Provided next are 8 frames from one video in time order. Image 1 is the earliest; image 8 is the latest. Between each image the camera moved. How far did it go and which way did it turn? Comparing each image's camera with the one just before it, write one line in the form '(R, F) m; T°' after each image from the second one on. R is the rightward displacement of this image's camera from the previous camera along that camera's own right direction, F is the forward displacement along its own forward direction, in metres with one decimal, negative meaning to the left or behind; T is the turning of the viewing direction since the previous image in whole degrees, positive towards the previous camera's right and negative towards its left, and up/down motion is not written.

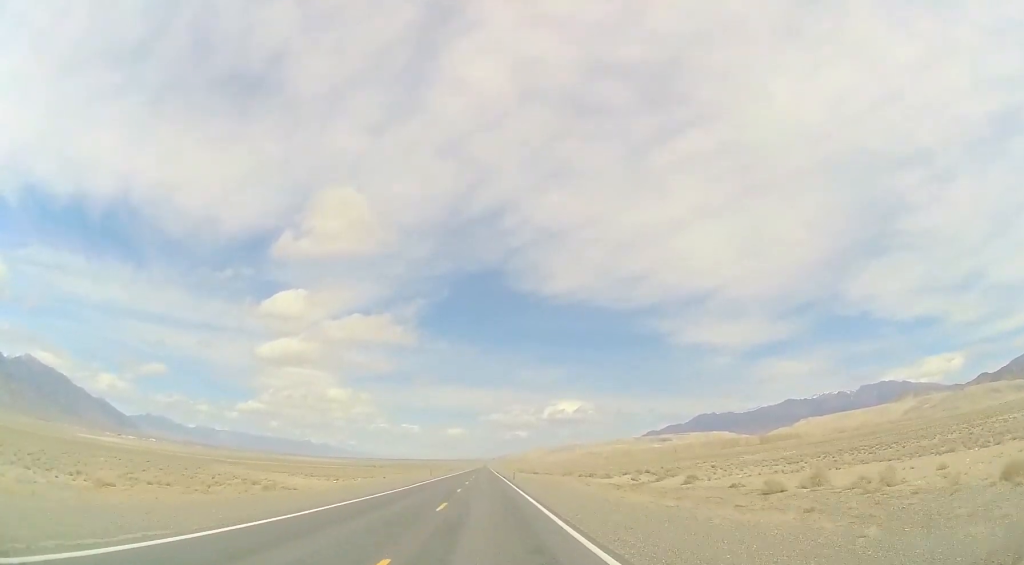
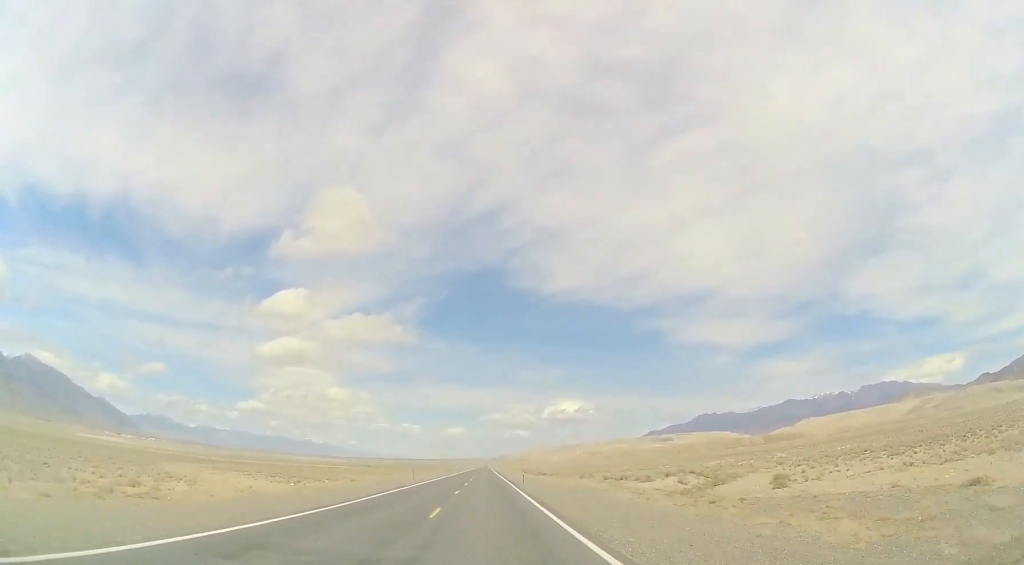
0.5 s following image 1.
(0.0, +16.2) m; 0°
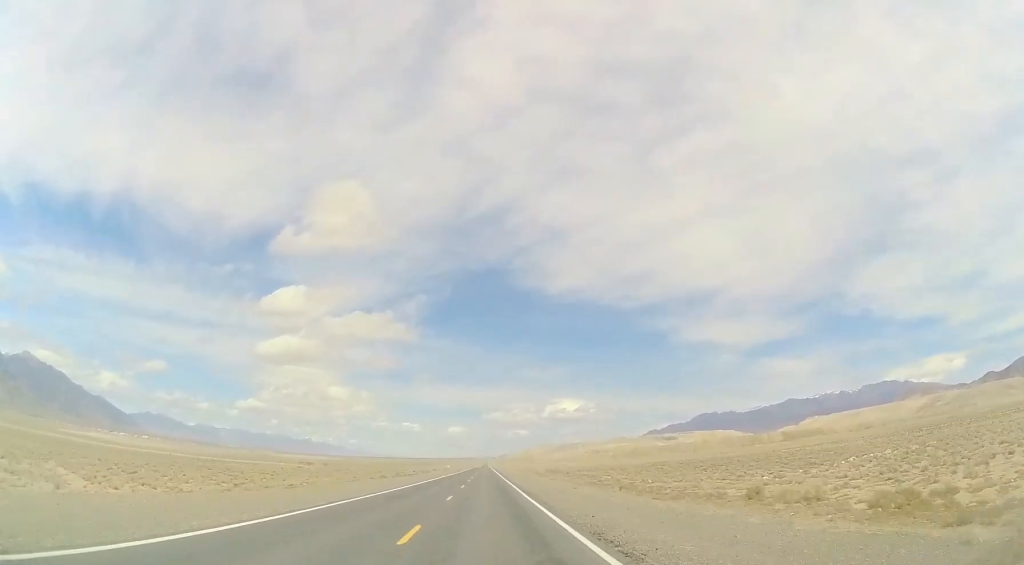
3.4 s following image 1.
(+0.1, +101.0) m; 0°
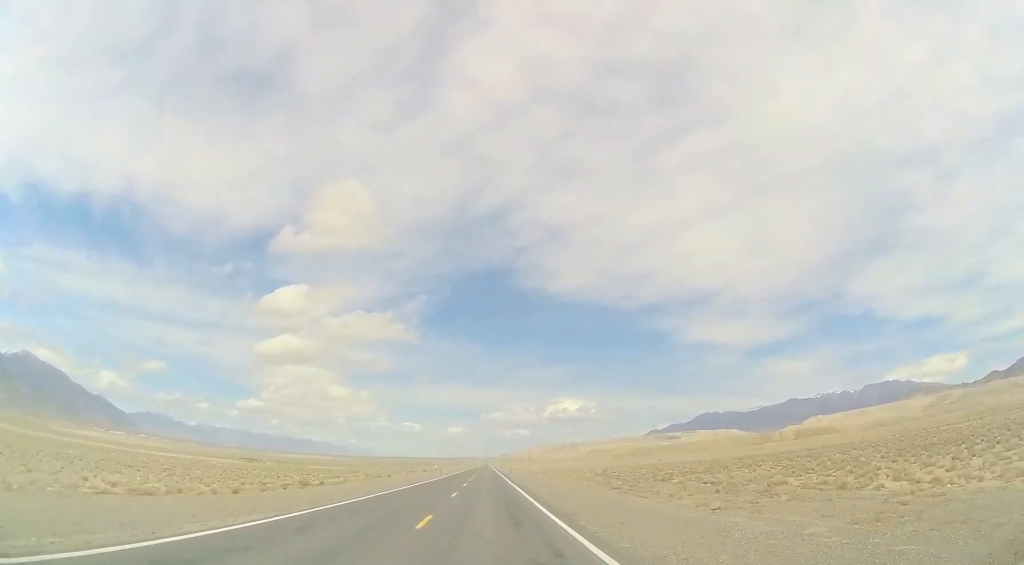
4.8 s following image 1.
(+0.2, +51.4) m; 0°
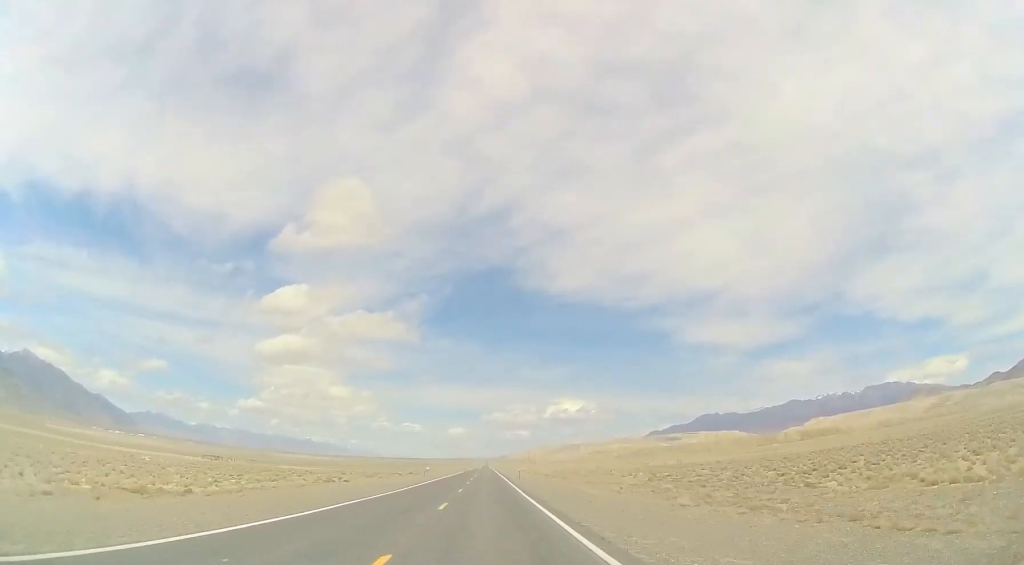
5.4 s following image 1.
(-0.3, +21.3) m; 0°
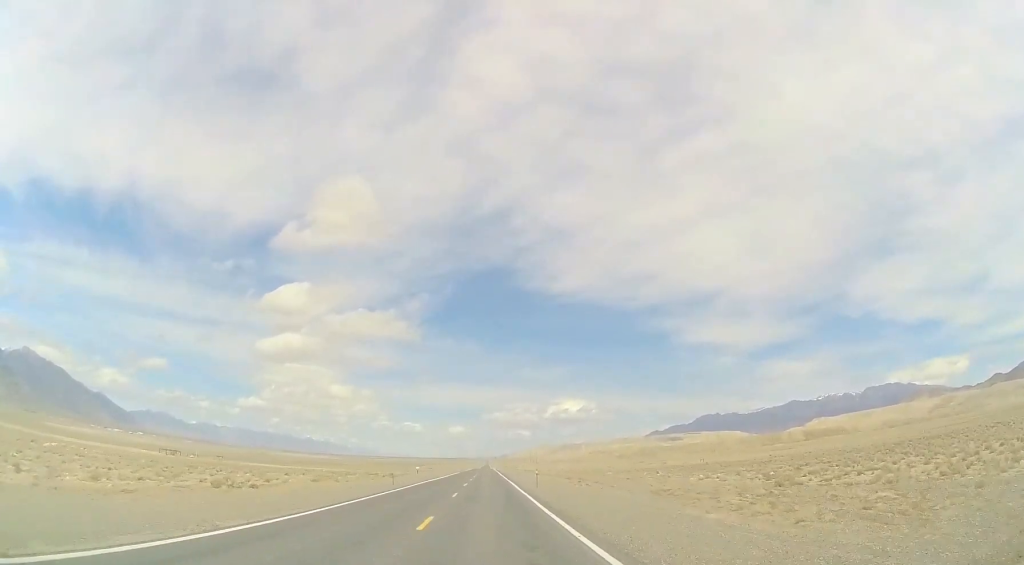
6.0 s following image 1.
(-0.3, +20.1) m; 0°
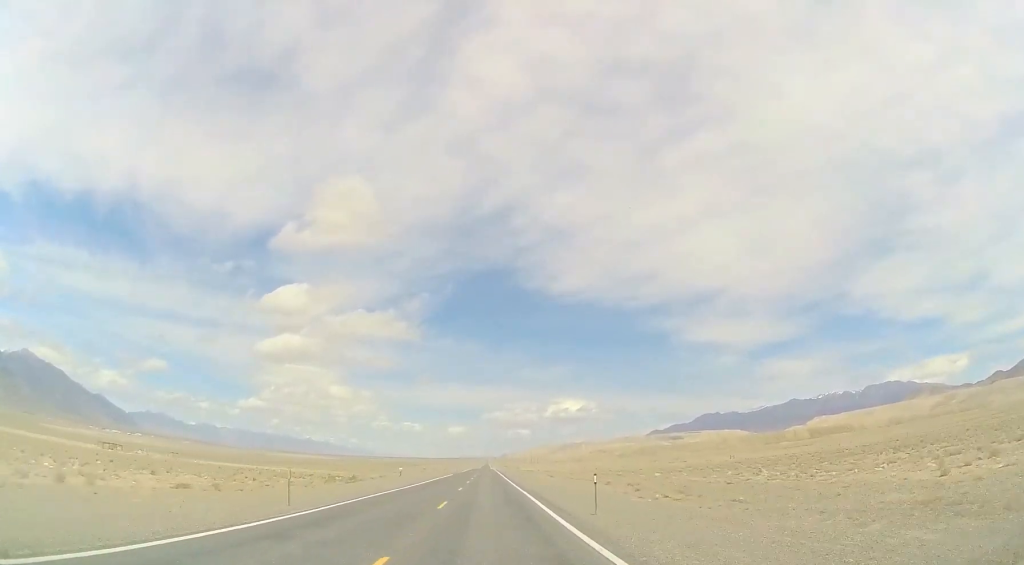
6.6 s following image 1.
(+0.3, +21.4) m; 0°
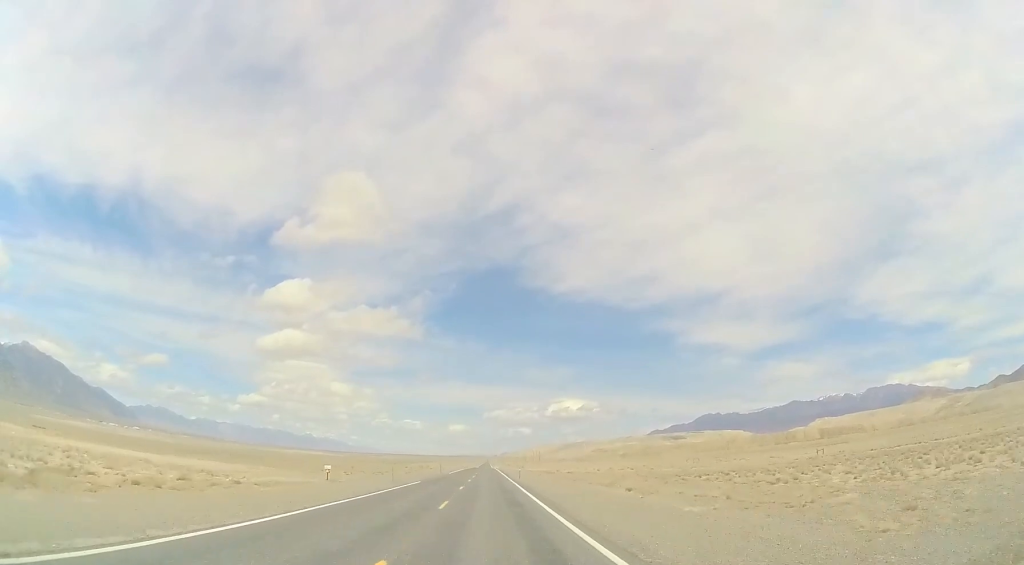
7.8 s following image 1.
(-0.3, +41.6) m; 0°
